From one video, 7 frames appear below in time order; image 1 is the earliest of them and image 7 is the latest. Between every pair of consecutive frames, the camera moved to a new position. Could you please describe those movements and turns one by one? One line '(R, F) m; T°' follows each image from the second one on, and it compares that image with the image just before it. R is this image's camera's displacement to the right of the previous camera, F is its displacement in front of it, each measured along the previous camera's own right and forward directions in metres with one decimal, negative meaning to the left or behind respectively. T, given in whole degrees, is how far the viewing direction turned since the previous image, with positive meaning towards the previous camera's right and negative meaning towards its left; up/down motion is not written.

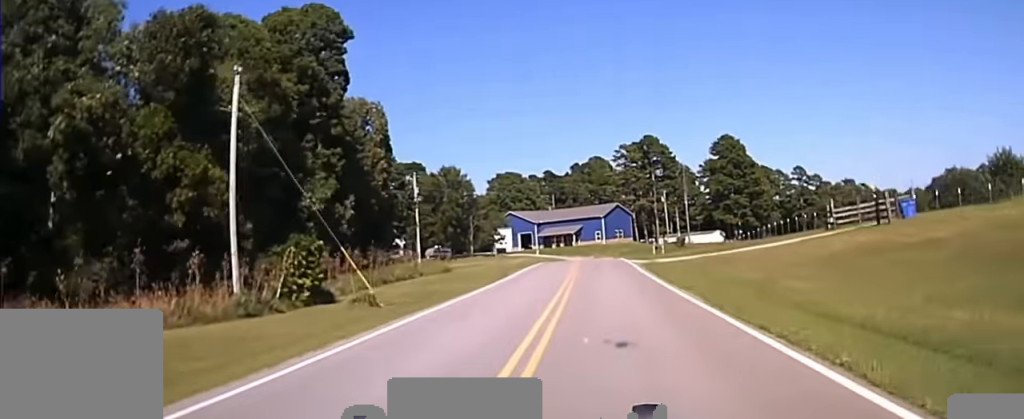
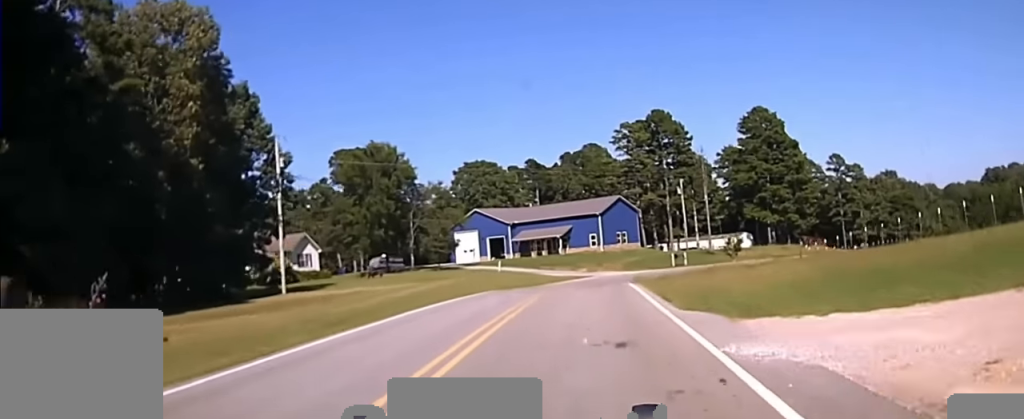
(+0.4, +31.1) m; 0°
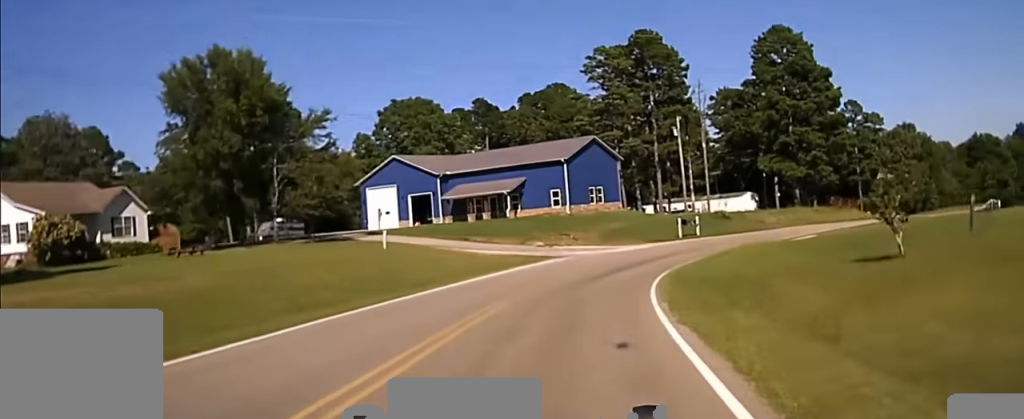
(-0.1, +28.0) m; +2°
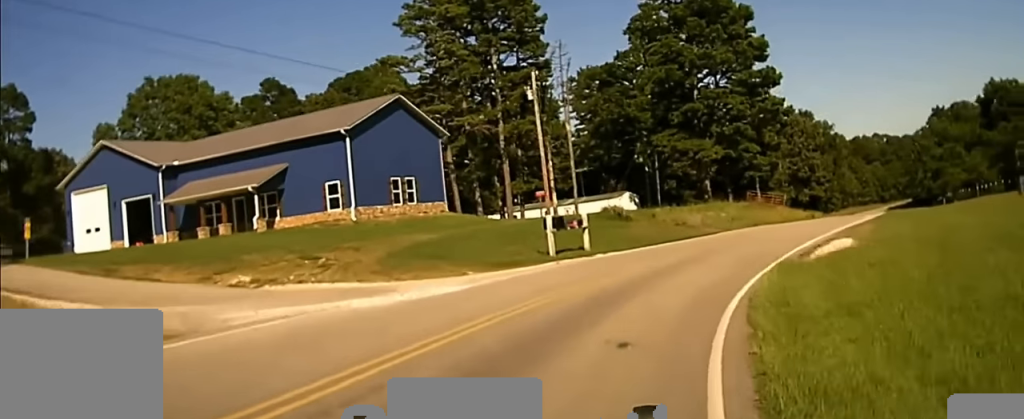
(+2.0, +34.0) m; +11°
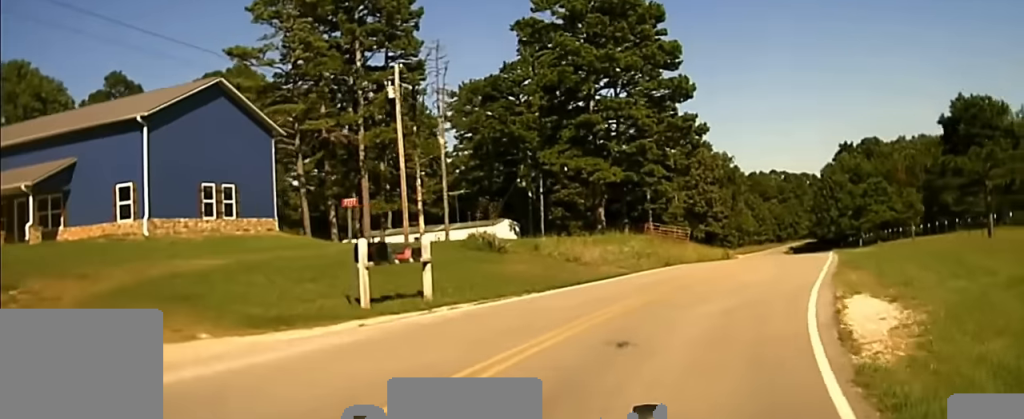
(-0.6, +12.1) m; +6°
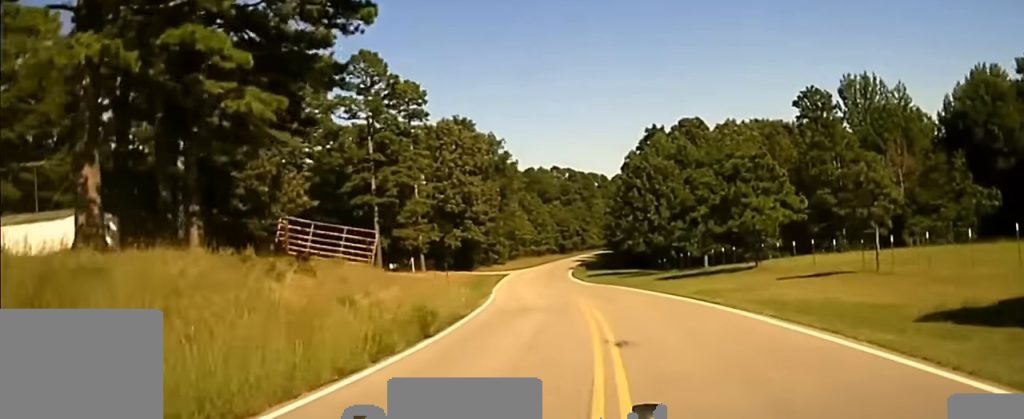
(+10.5, +50.7) m; +14°
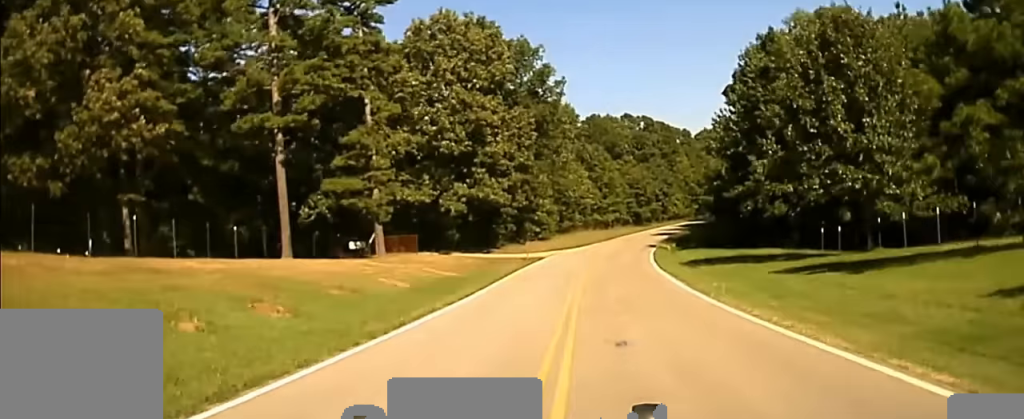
(-0.5, +44.1) m; -2°
